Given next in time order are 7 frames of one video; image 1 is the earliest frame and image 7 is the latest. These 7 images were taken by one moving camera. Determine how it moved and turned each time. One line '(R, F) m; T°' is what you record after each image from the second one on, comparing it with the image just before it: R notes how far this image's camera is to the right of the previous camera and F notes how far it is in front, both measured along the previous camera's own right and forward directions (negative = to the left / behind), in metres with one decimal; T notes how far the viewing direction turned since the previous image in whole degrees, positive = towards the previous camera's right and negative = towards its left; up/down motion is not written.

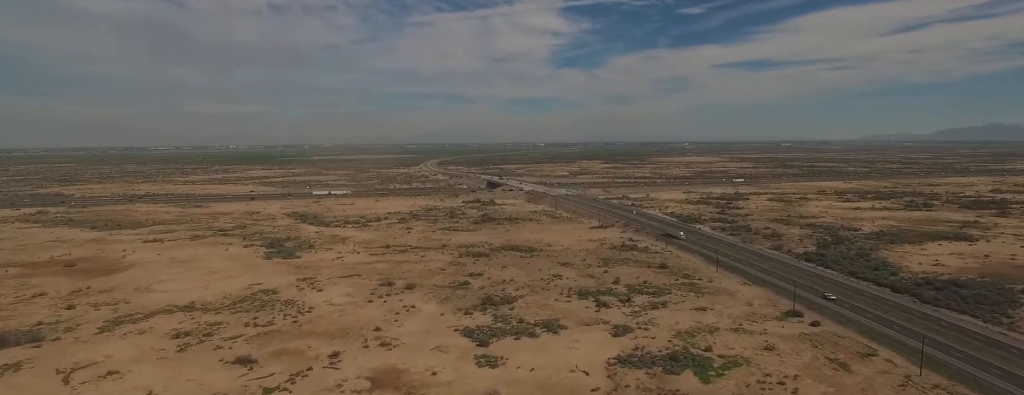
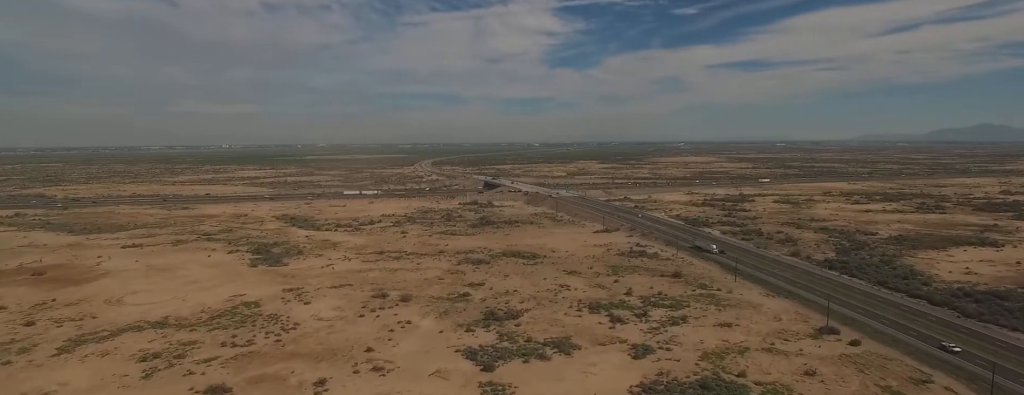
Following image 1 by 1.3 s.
(0.0, +20.2) m; 0°
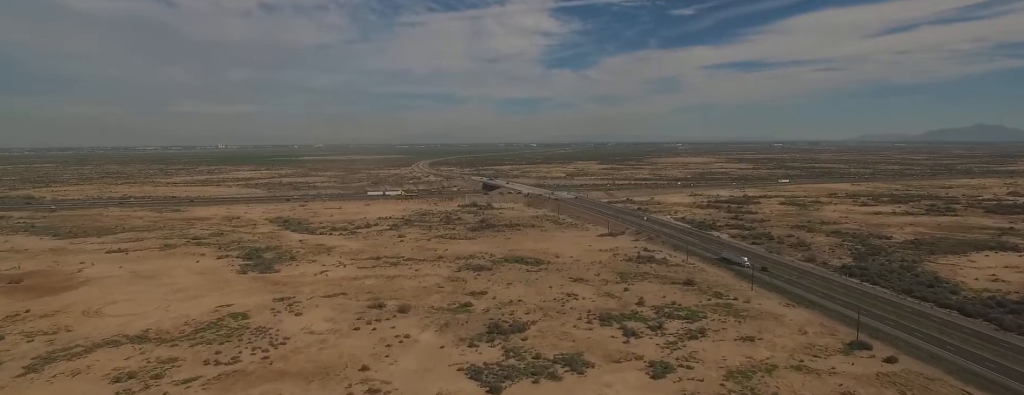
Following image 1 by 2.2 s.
(+0.1, +14.3) m; 0°
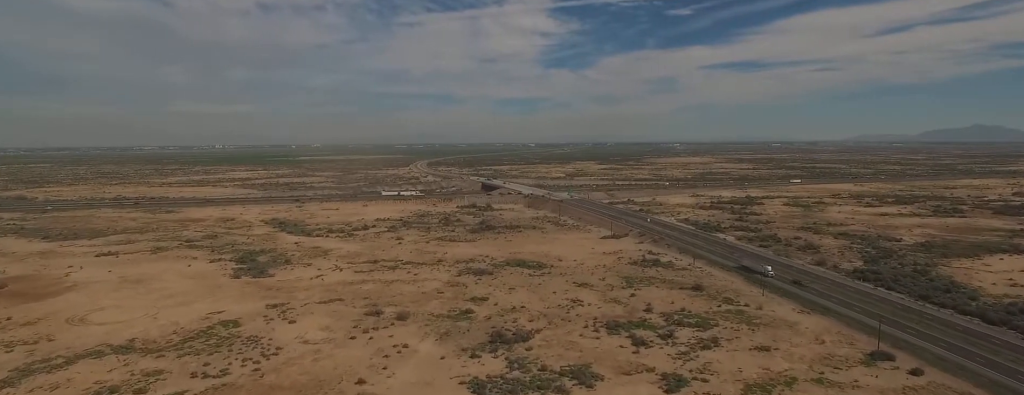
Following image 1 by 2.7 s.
(0.0, +9.0) m; 0°
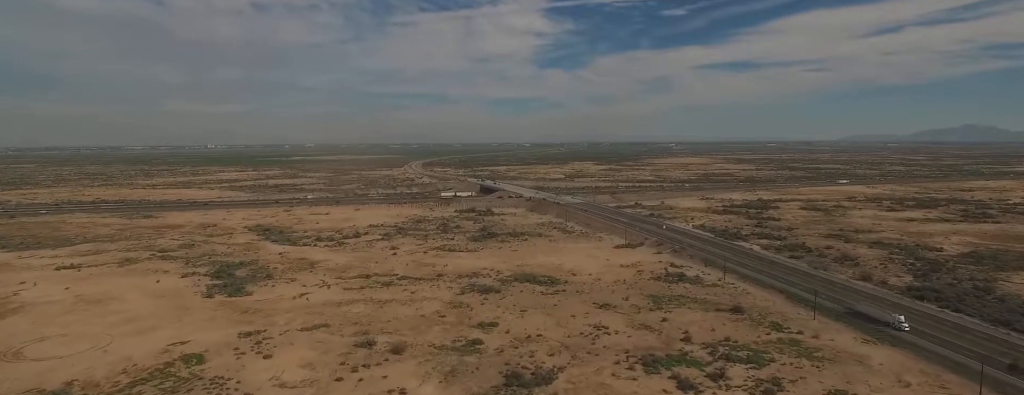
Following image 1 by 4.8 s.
(0.0, +32.3) m; 0°
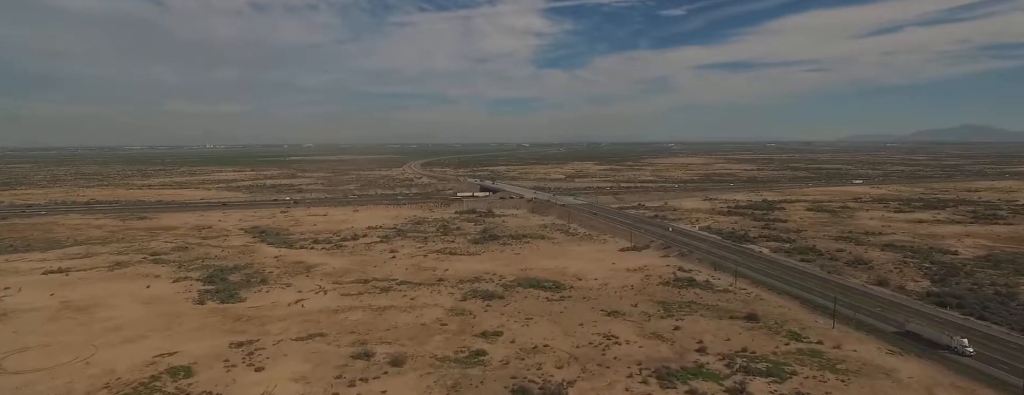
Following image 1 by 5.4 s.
(0.0, +9.6) m; 0°
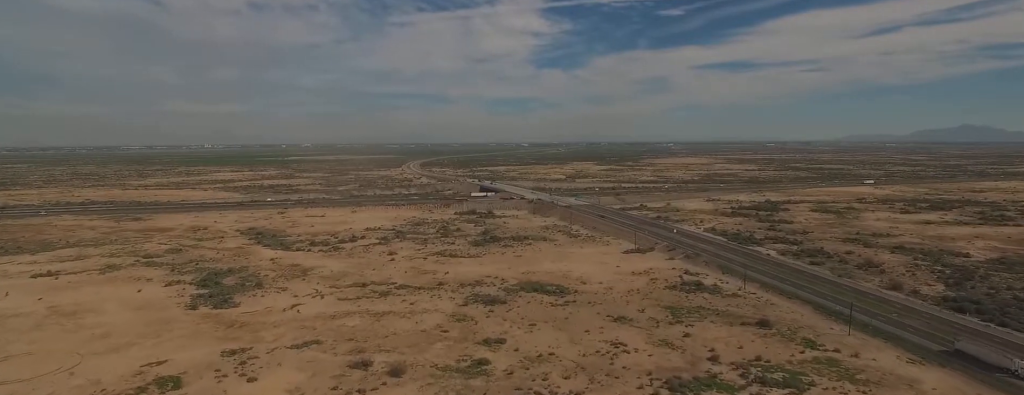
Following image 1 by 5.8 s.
(0.0, +7.5) m; 0°
